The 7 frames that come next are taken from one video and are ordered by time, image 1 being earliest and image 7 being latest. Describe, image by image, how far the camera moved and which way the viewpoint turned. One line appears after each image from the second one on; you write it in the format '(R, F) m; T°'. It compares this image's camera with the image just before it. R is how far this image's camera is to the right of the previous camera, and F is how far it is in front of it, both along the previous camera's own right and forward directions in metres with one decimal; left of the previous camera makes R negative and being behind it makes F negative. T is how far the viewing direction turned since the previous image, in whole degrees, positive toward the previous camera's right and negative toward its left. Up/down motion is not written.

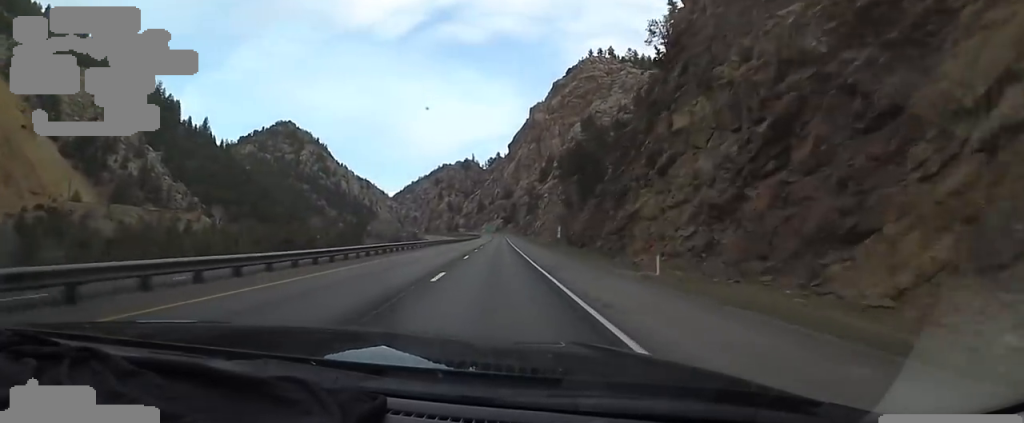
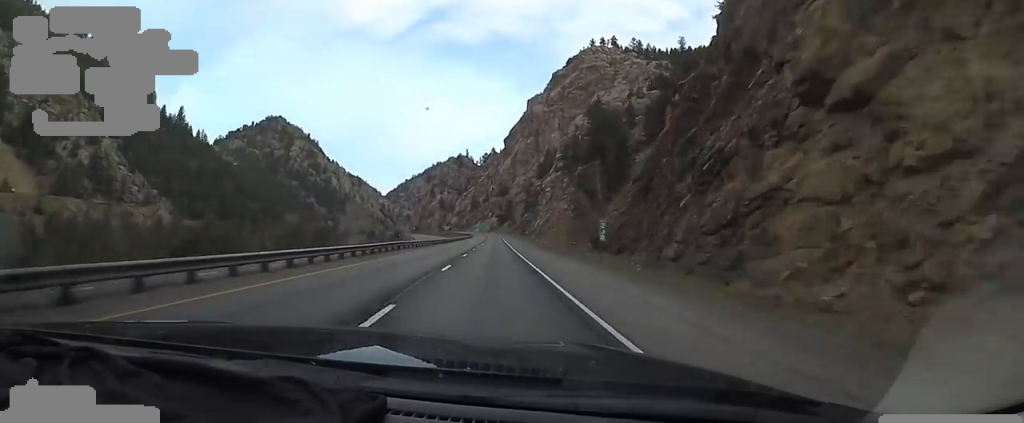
(-0.7, +20.8) m; +1°
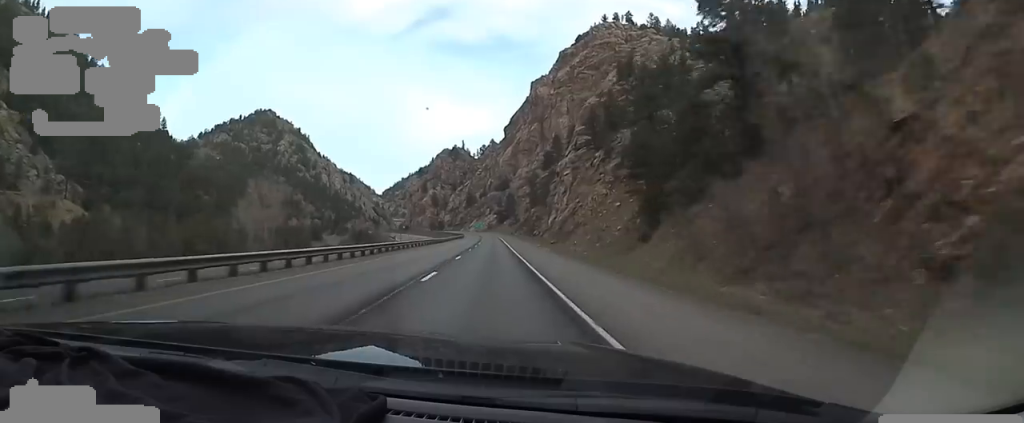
(+1.2, +39.4) m; -1°
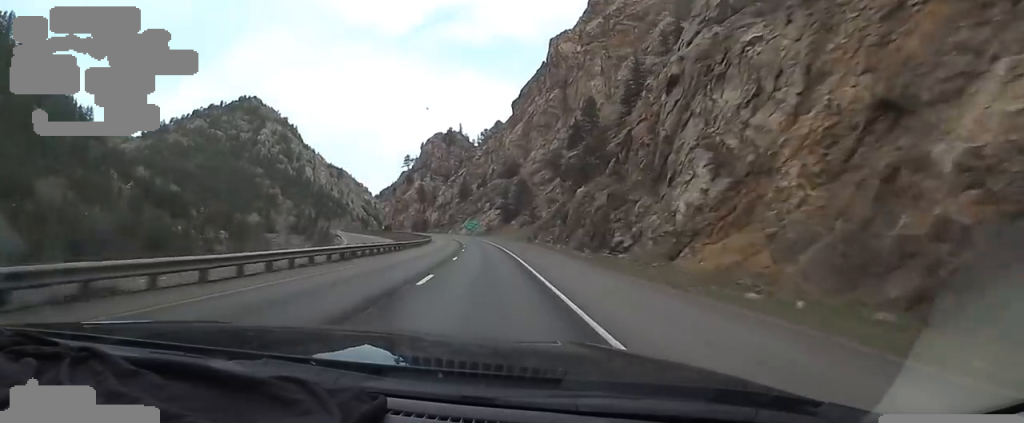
(-1.8, +73.7) m; -2°
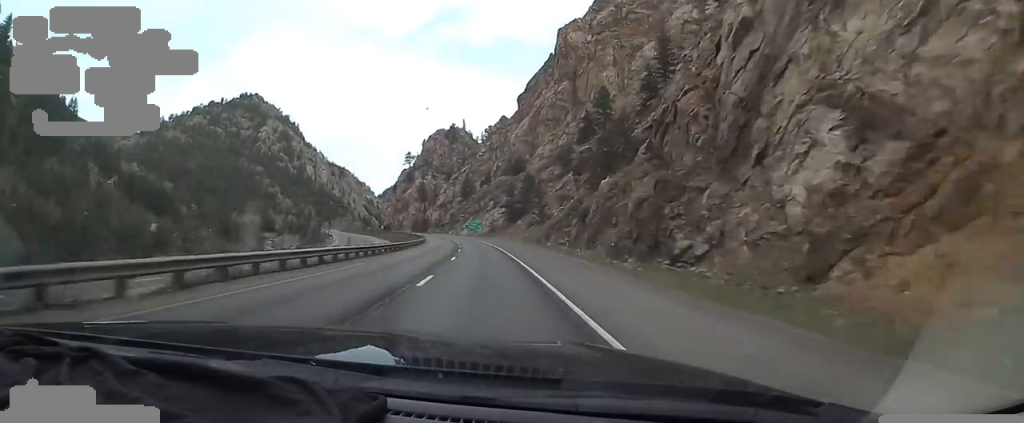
(-0.1, +12.4) m; -1°
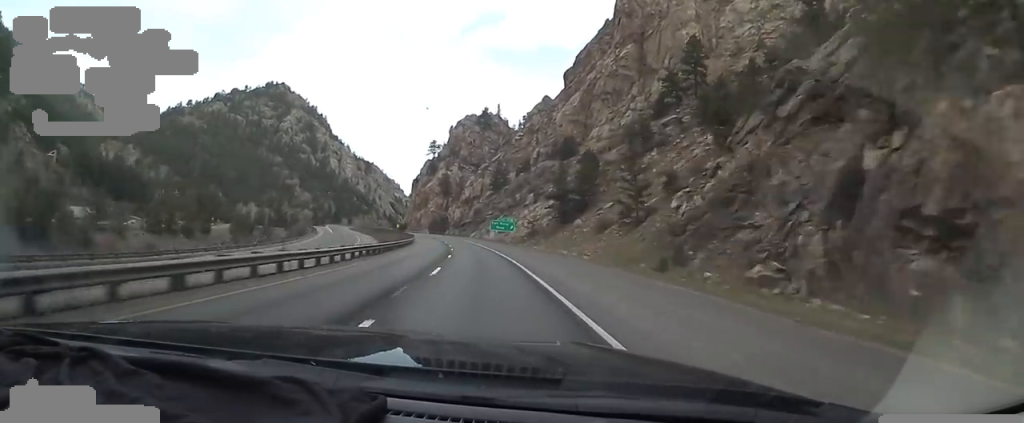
(-0.8, +44.5) m; -1°
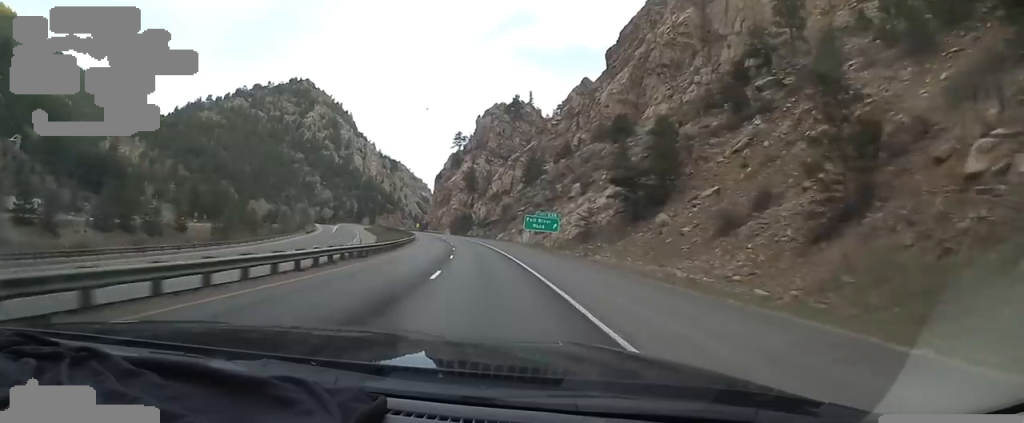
(-0.1, +25.9) m; -1°
